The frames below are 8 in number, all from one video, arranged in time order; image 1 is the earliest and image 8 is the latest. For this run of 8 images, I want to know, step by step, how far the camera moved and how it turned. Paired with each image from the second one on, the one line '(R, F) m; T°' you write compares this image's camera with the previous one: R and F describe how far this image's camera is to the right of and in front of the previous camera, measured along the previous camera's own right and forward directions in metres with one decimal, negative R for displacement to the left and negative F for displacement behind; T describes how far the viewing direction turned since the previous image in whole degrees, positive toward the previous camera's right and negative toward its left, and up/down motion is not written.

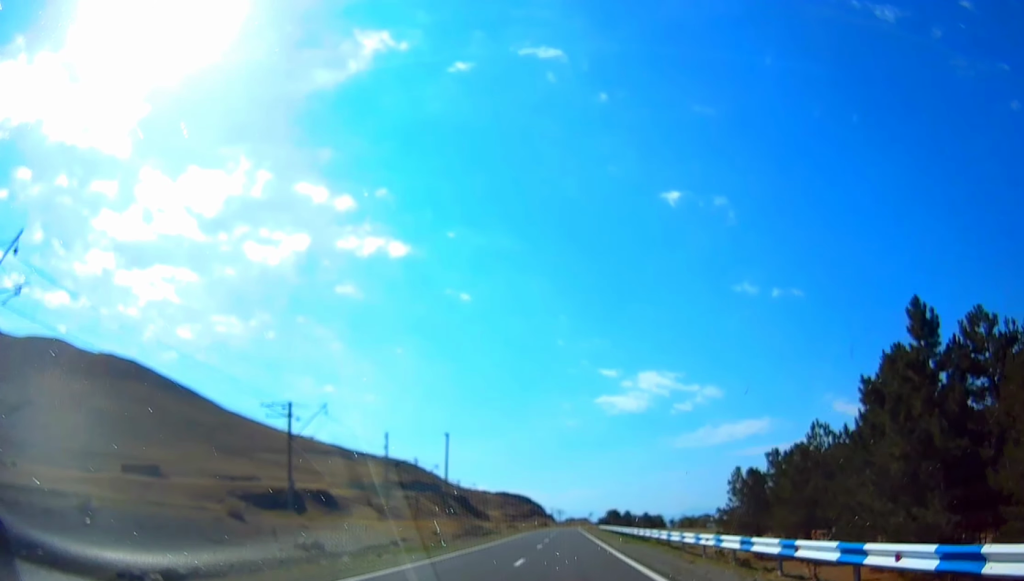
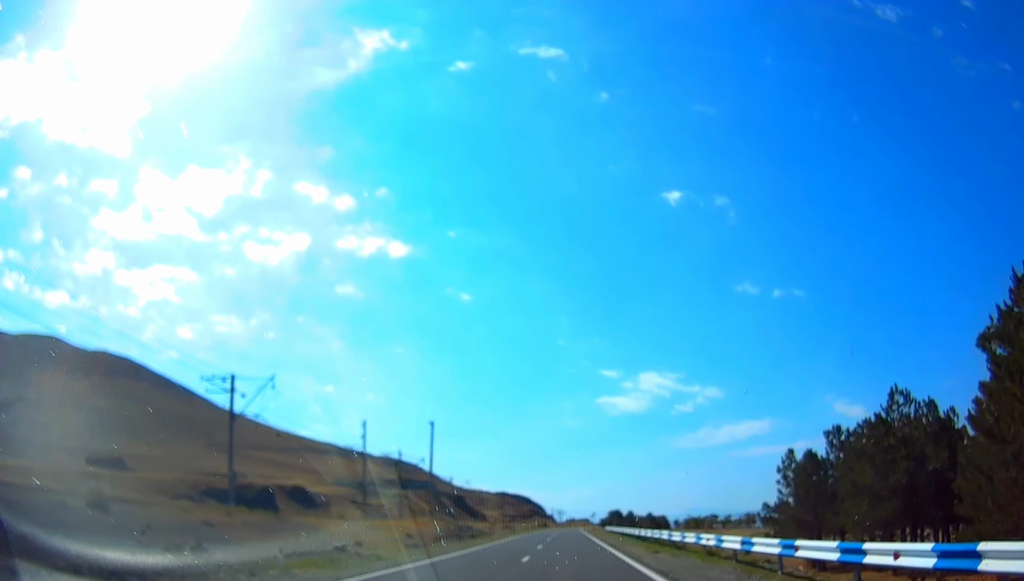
(-0.1, +12.4) m; +1°
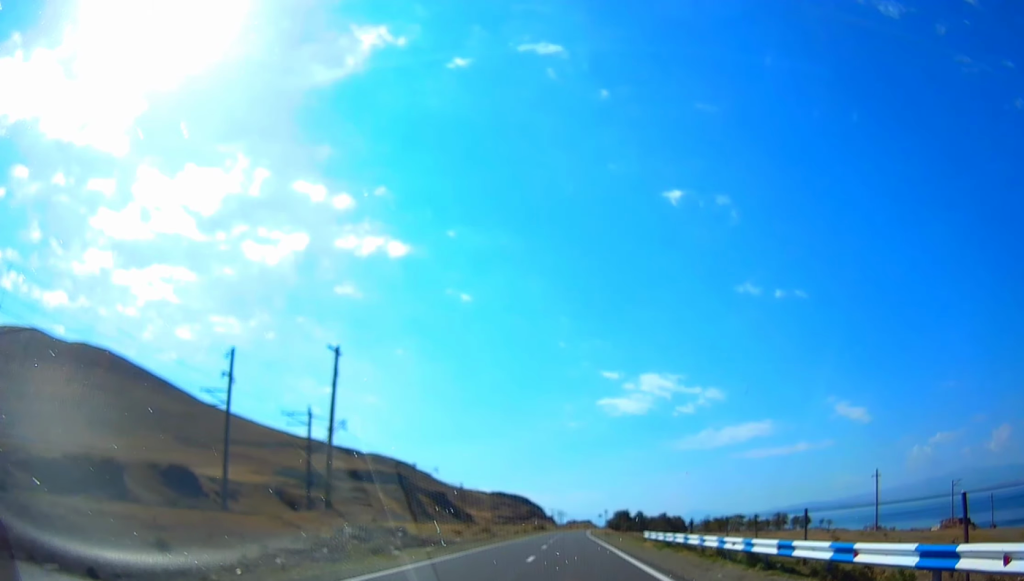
(+0.6, +38.9) m; 0°
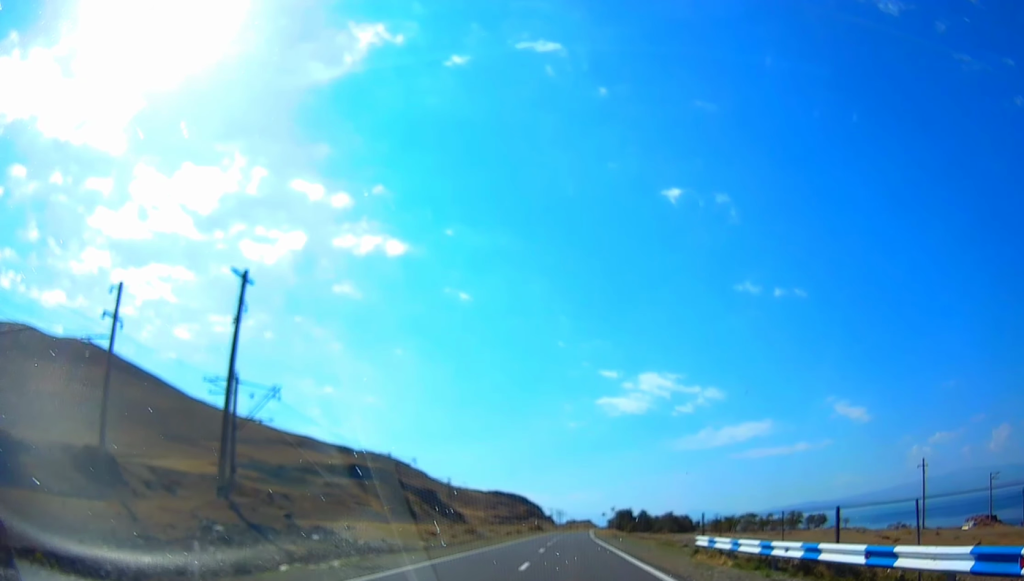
(-0.1, +16.3) m; -1°
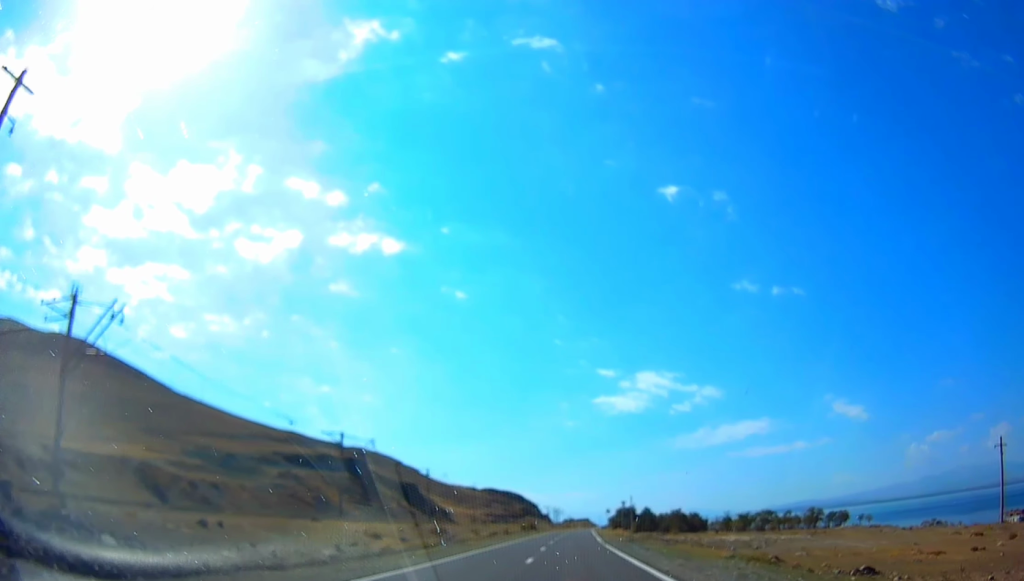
(-0.3, +20.8) m; 0°
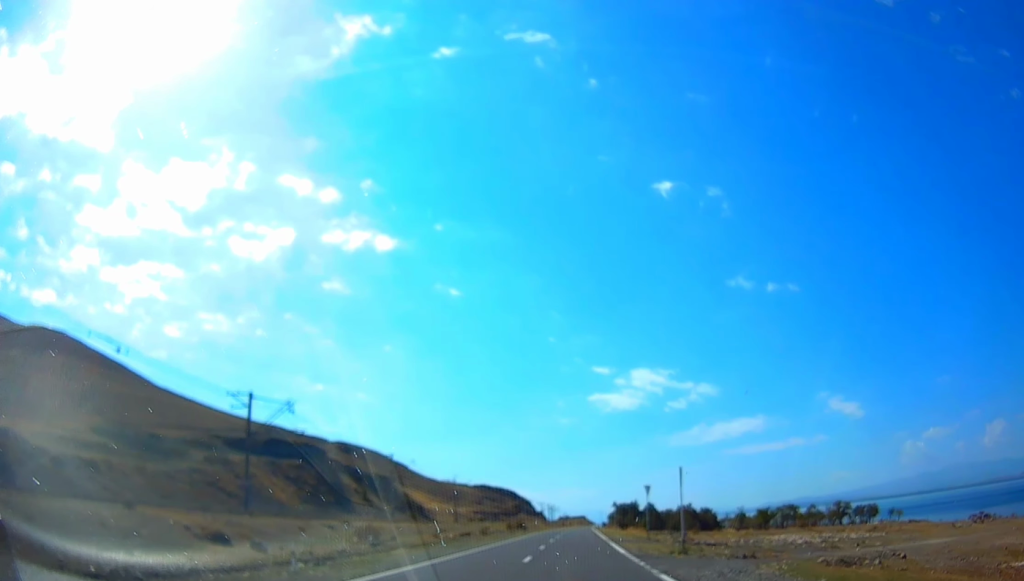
(+0.1, +23.7) m; +1°
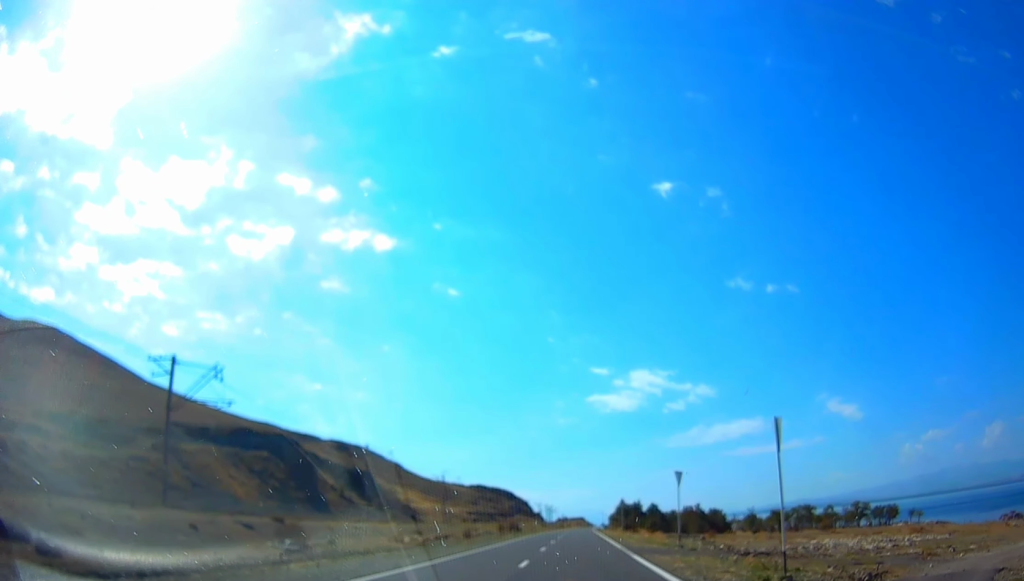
(+0.1, +12.5) m; +1°
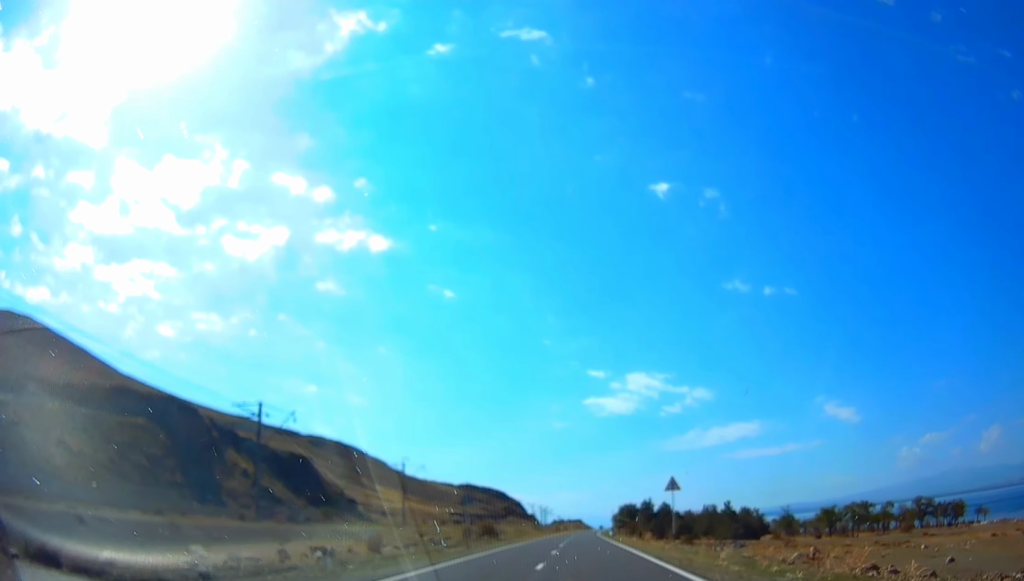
(+0.2, +34.1) m; -1°
